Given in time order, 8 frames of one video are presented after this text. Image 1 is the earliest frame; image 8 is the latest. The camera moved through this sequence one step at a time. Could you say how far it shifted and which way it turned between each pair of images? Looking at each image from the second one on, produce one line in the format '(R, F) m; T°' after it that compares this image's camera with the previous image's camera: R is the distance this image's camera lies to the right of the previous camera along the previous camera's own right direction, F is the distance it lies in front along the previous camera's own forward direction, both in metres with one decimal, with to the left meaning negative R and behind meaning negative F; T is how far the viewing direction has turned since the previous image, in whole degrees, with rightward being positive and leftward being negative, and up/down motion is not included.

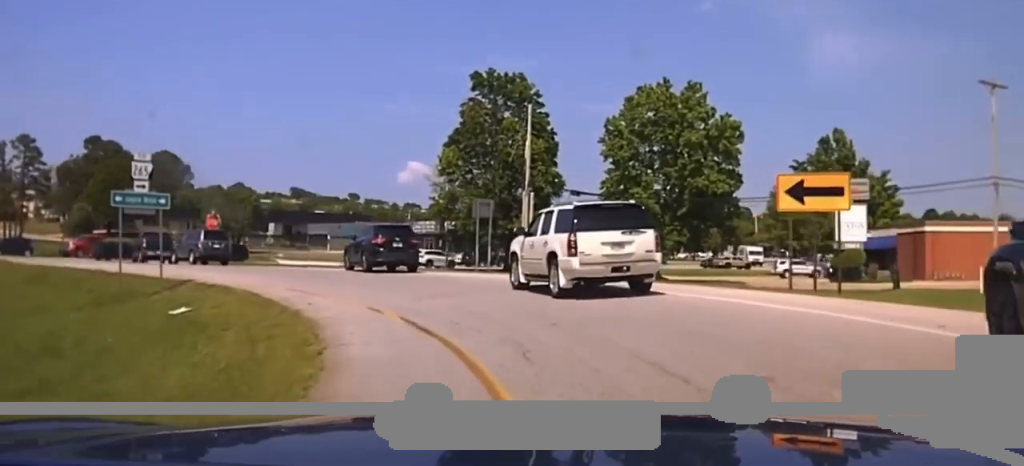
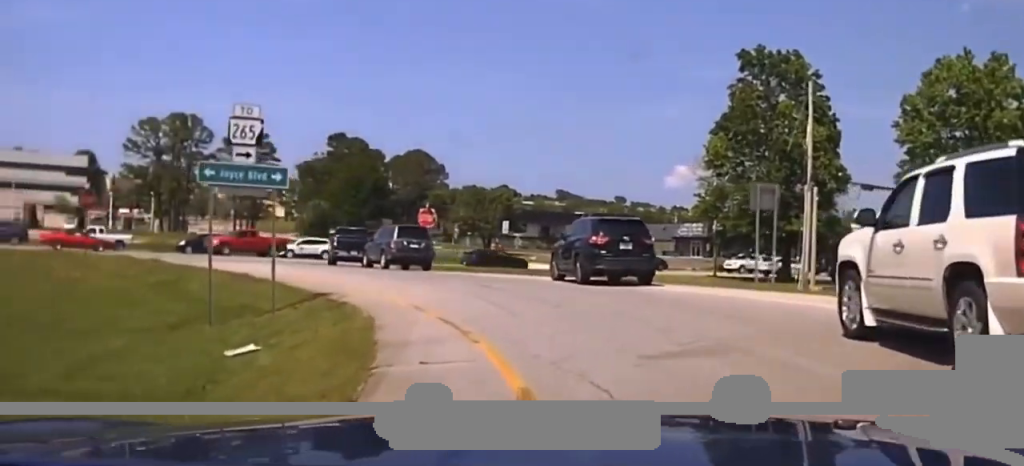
(-0.5, +8.1) m; -11°
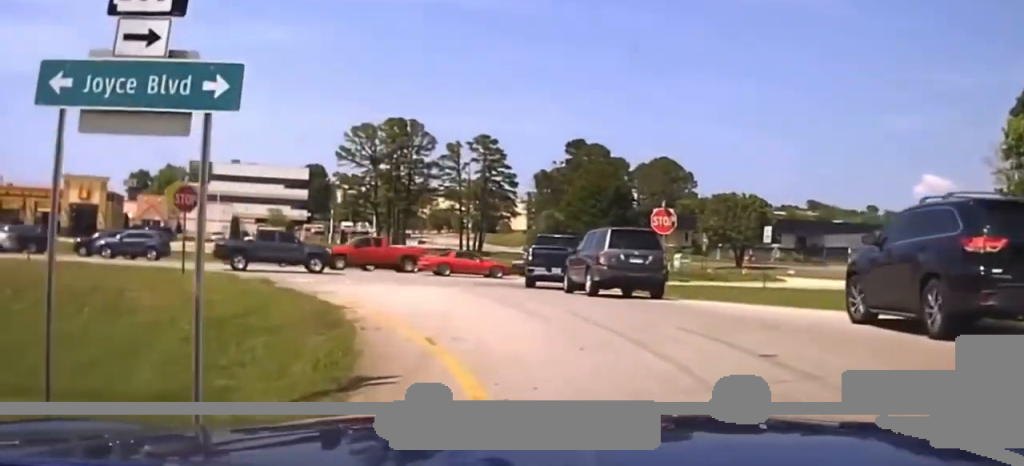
(-1.1, +9.8) m; -13°
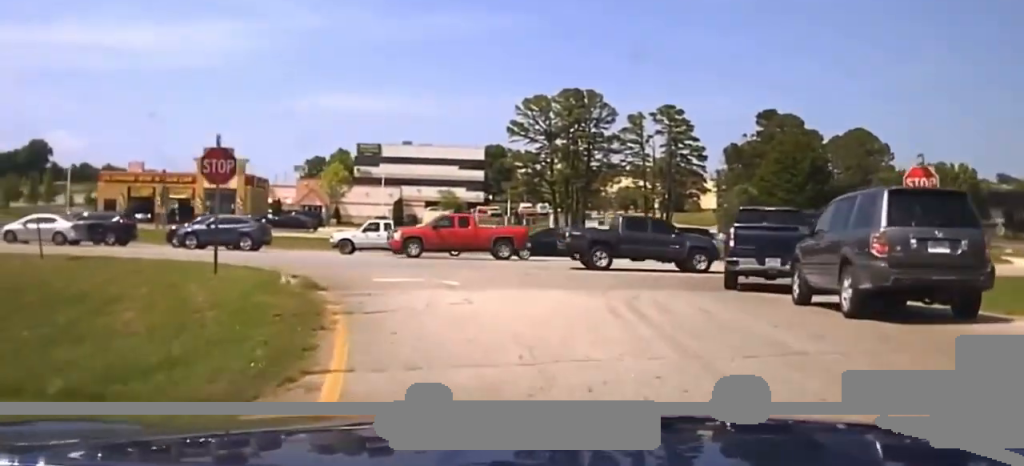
(-0.7, +9.7) m; -10°
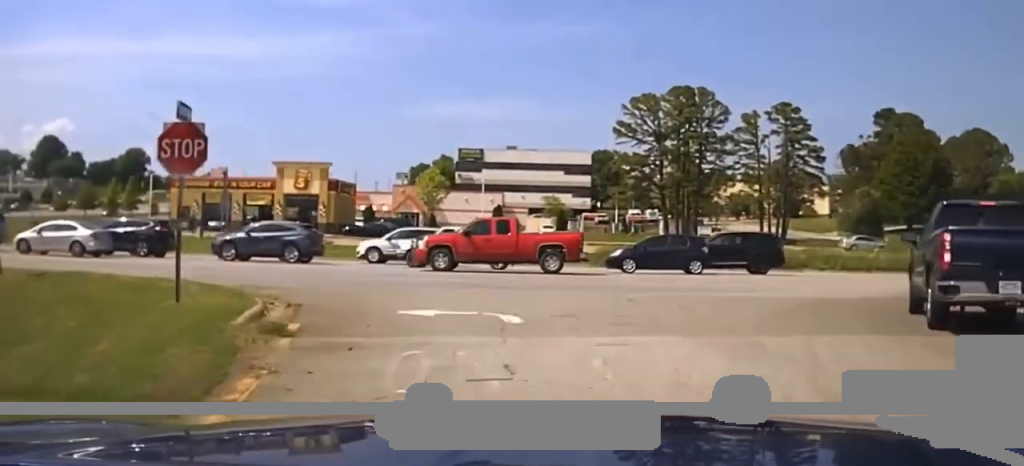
(-0.7, +8.5) m; -6°
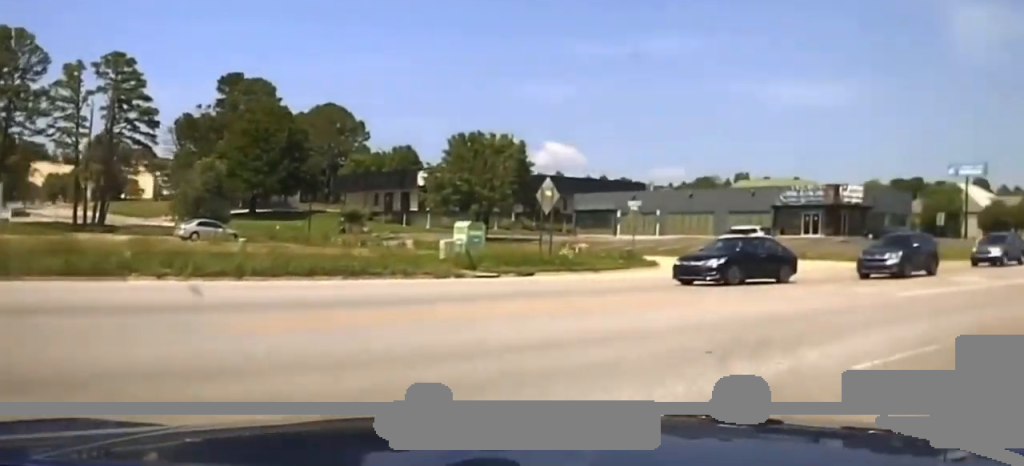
(+1.6, +25.1) m; +44°
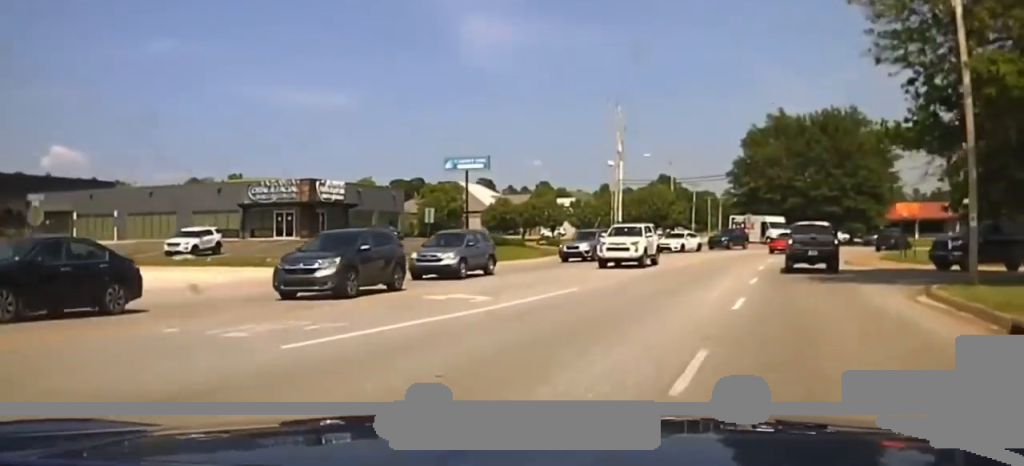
(+3.2, +9.0) m; +26°
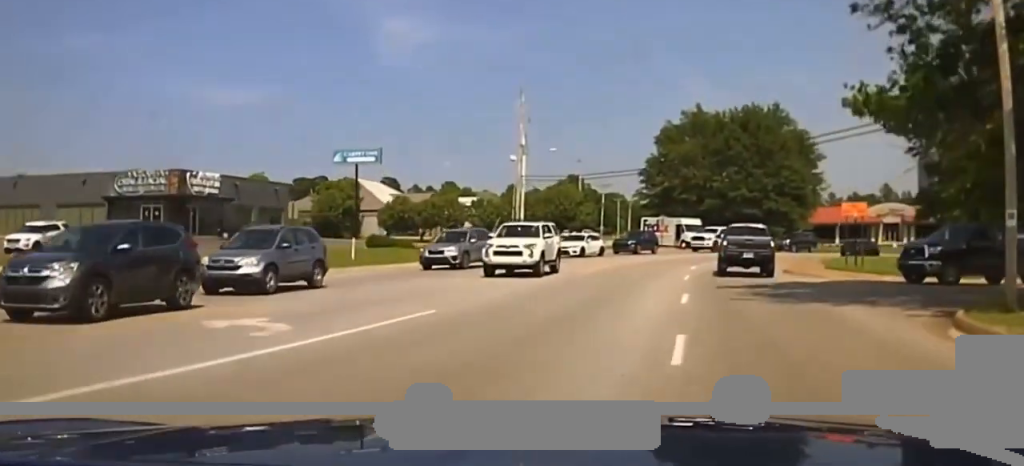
(+0.4, +5.8) m; +7°
